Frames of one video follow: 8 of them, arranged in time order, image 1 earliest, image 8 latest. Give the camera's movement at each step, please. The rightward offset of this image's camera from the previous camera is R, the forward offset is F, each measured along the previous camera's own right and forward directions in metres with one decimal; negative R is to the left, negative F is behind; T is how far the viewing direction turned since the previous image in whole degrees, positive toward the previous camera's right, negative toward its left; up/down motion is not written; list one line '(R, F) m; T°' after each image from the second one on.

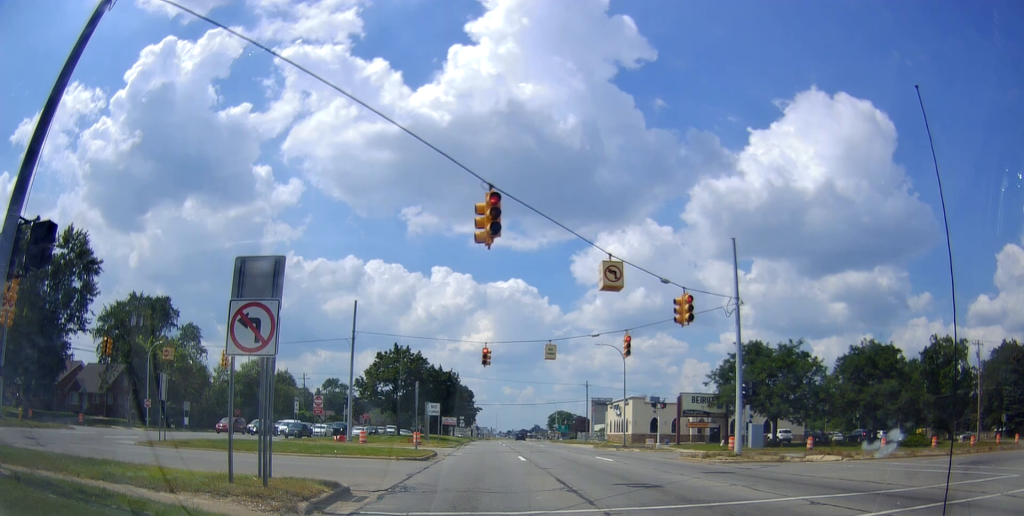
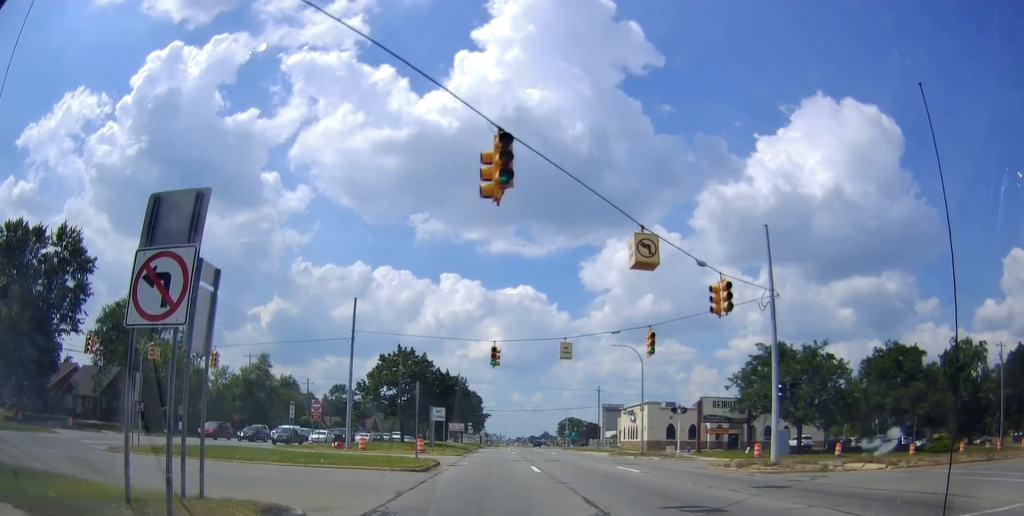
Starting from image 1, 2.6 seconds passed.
(0.0, +0.1) m; 0°
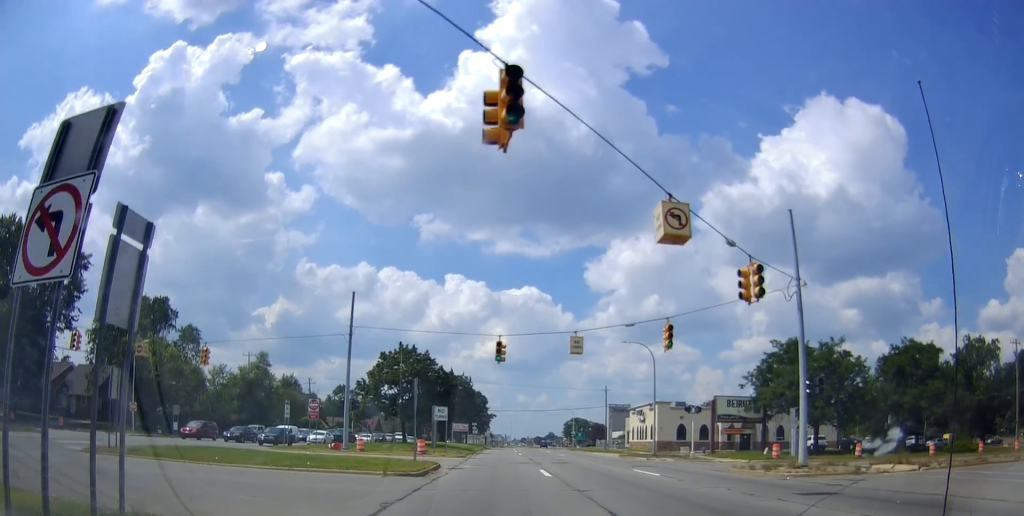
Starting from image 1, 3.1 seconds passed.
(0.0, +0.5) m; 0°
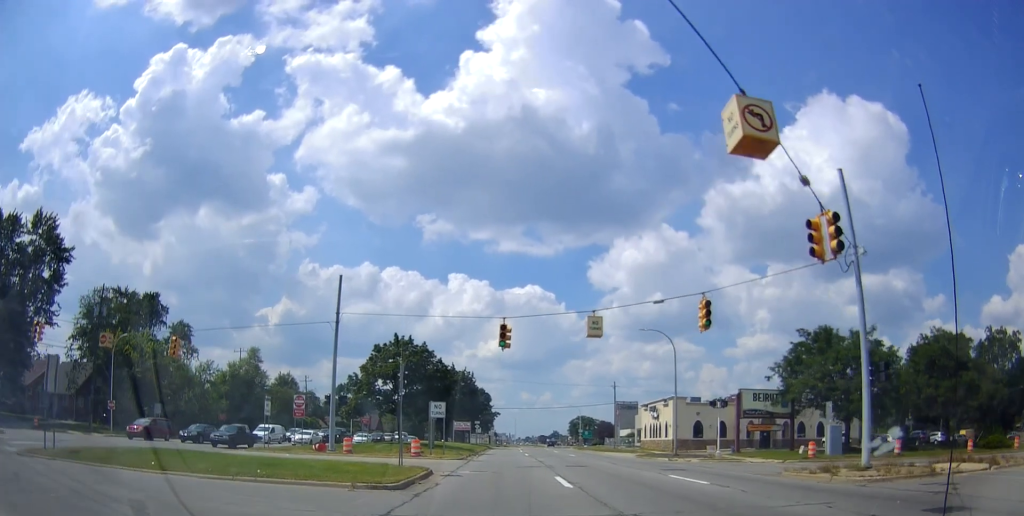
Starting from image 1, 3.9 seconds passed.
(0.0, +3.0) m; 0°
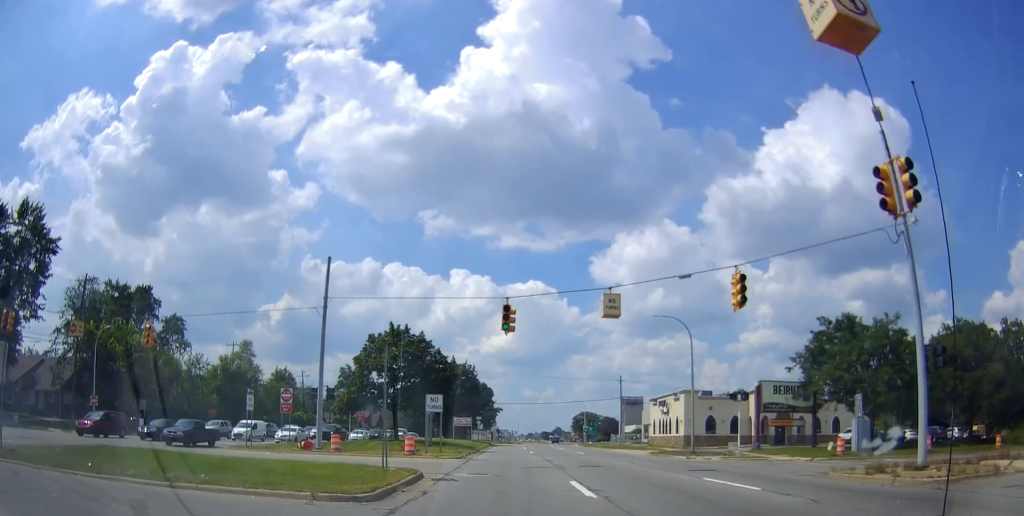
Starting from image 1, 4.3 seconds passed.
(0.0, +2.6) m; 0°
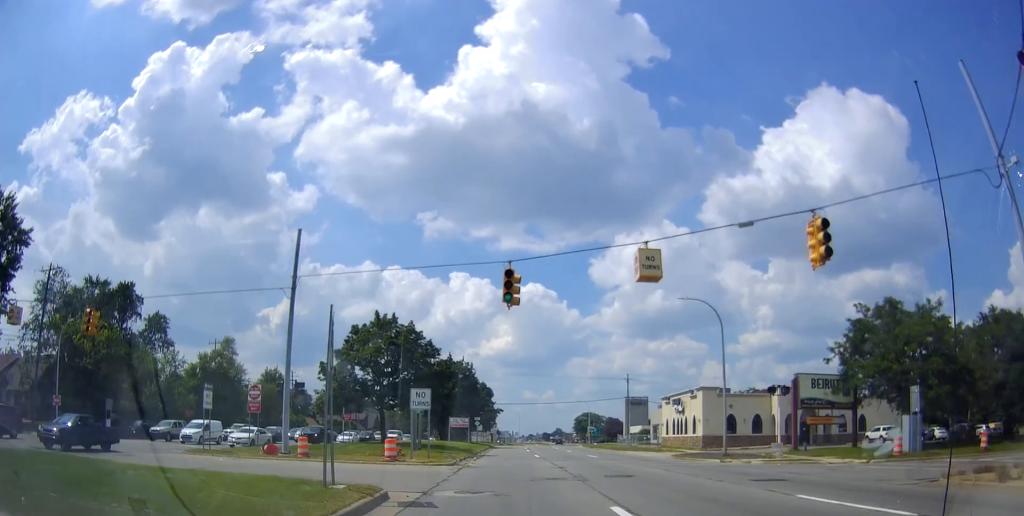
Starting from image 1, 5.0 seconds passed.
(0.0, +4.3) m; 0°
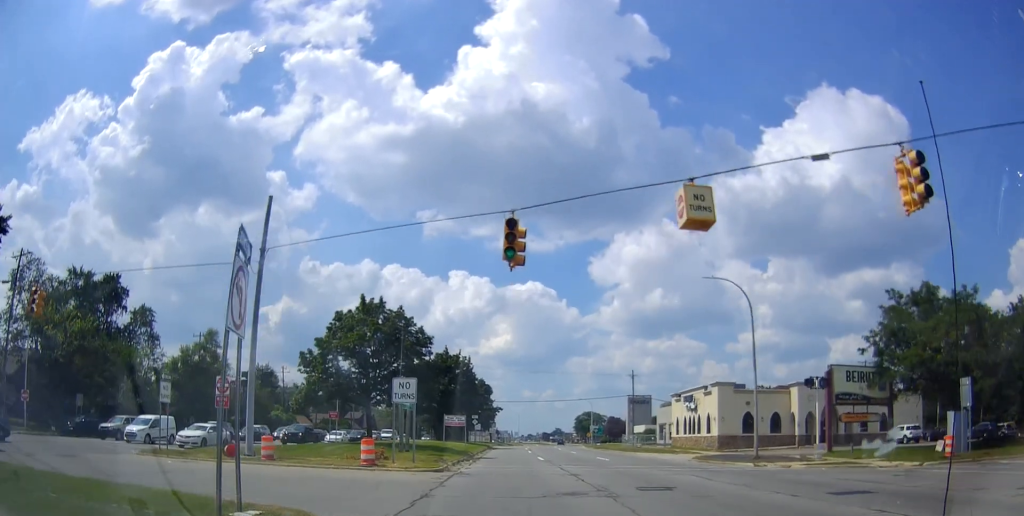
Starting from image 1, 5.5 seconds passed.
(0.0, +3.7) m; 0°
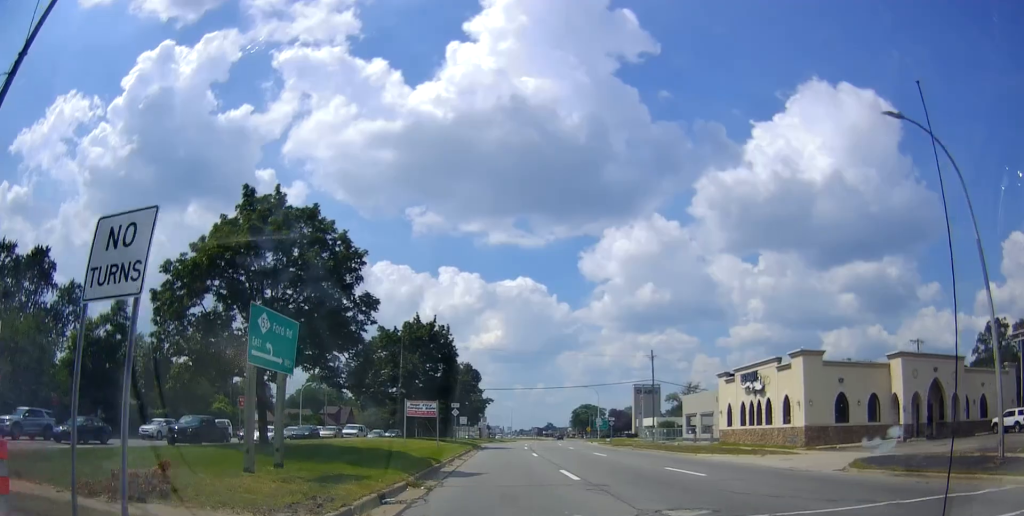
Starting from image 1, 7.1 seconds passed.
(0.0, +14.6) m; 0°
